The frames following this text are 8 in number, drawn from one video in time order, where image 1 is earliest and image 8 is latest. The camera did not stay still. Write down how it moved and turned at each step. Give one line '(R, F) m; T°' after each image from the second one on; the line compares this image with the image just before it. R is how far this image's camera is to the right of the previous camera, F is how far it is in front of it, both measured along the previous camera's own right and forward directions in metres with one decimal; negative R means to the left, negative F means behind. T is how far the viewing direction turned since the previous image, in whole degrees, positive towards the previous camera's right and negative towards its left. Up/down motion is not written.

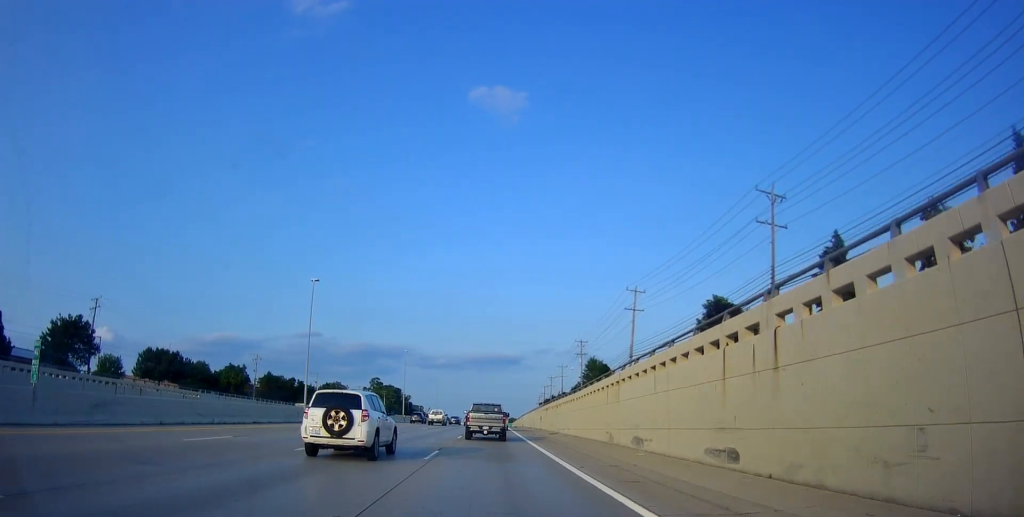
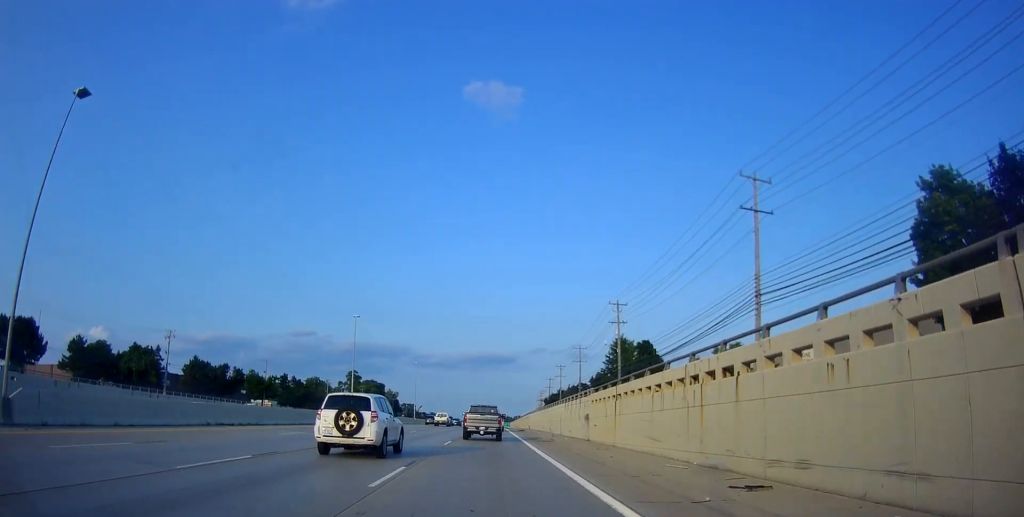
(+0.6, +35.9) m; +2°
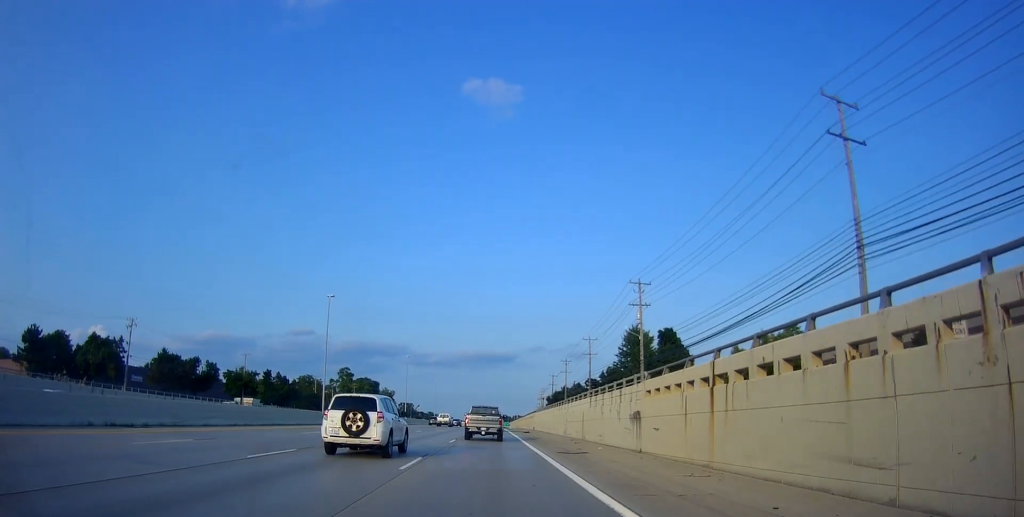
(+0.2, +11.5) m; 0°
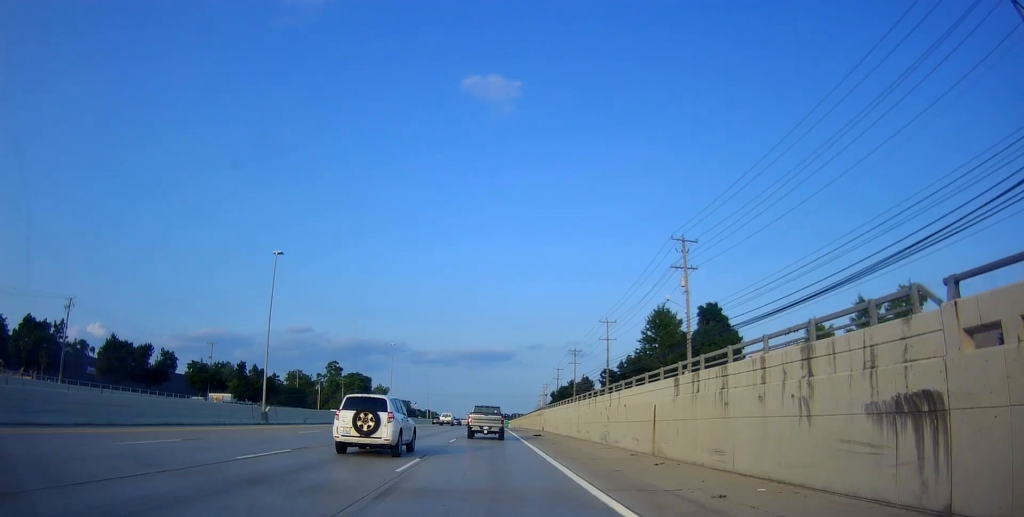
(+0.3, +15.4) m; 0°
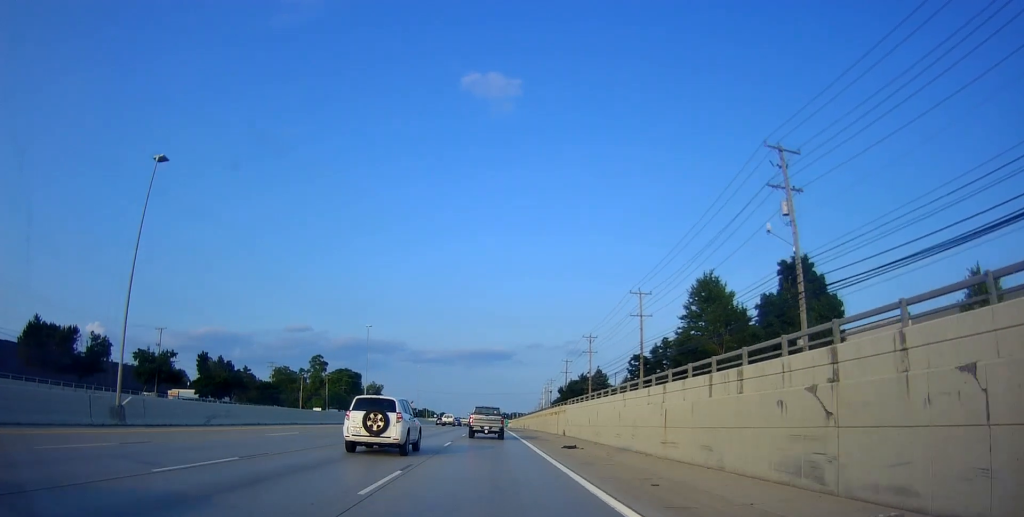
(-0.4, +18.8) m; -1°
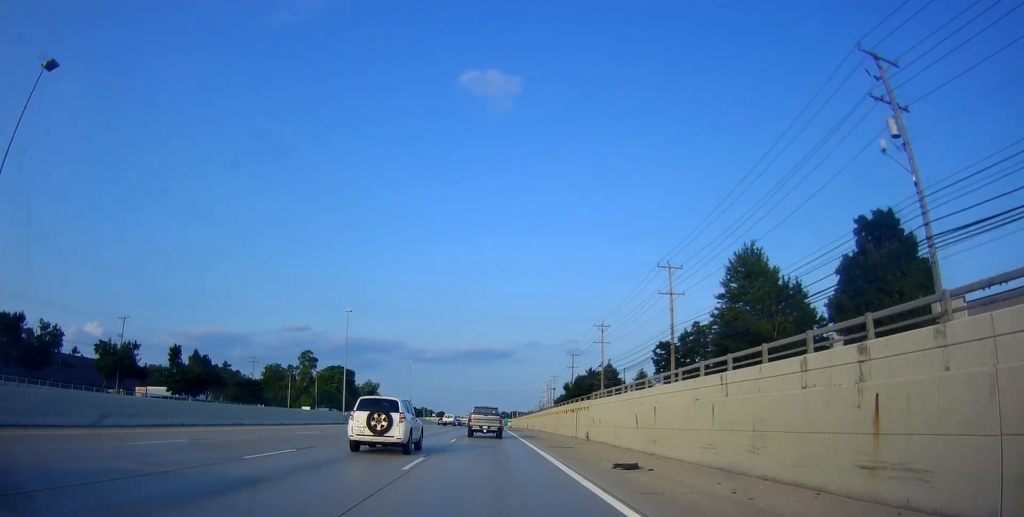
(0.0, +11.1) m; 0°
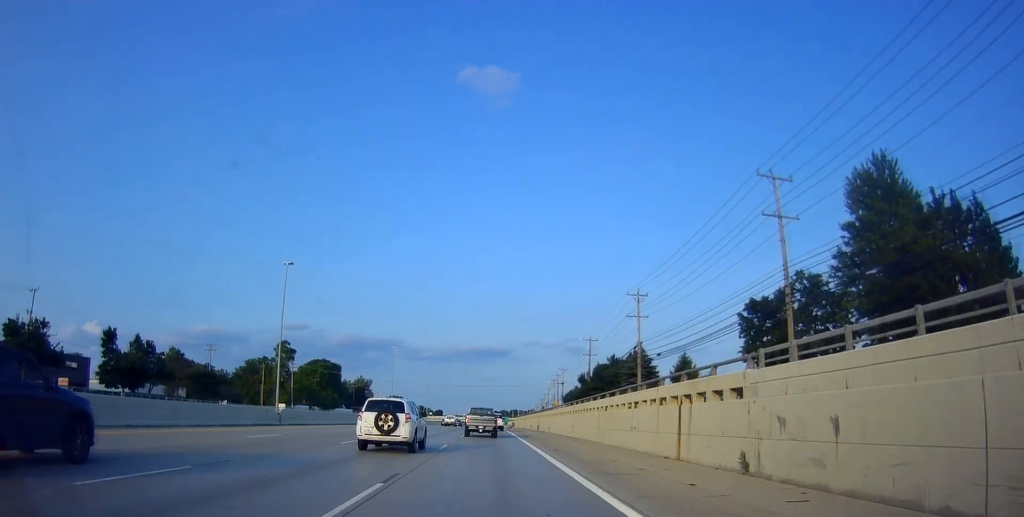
(0.0, +21.6) m; 0°
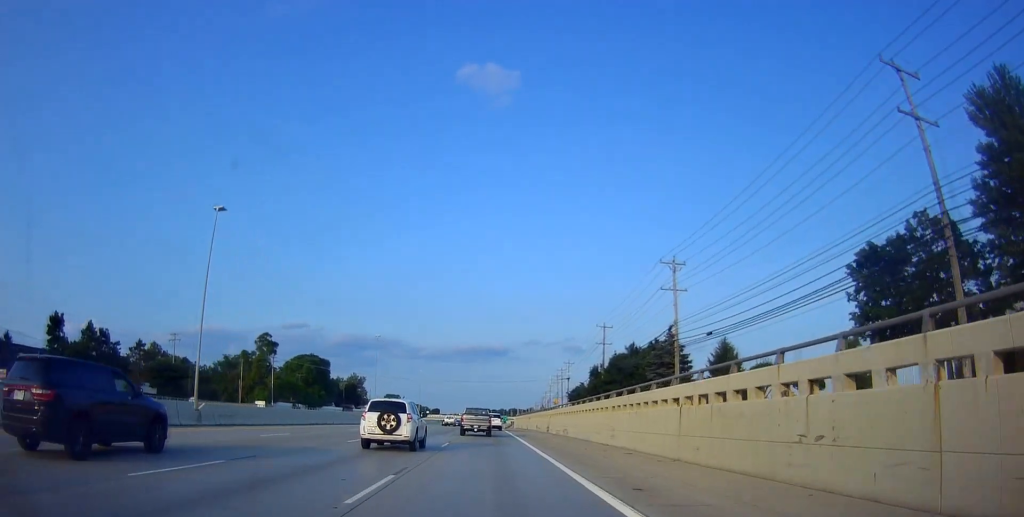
(0.0, +13.6) m; 0°
